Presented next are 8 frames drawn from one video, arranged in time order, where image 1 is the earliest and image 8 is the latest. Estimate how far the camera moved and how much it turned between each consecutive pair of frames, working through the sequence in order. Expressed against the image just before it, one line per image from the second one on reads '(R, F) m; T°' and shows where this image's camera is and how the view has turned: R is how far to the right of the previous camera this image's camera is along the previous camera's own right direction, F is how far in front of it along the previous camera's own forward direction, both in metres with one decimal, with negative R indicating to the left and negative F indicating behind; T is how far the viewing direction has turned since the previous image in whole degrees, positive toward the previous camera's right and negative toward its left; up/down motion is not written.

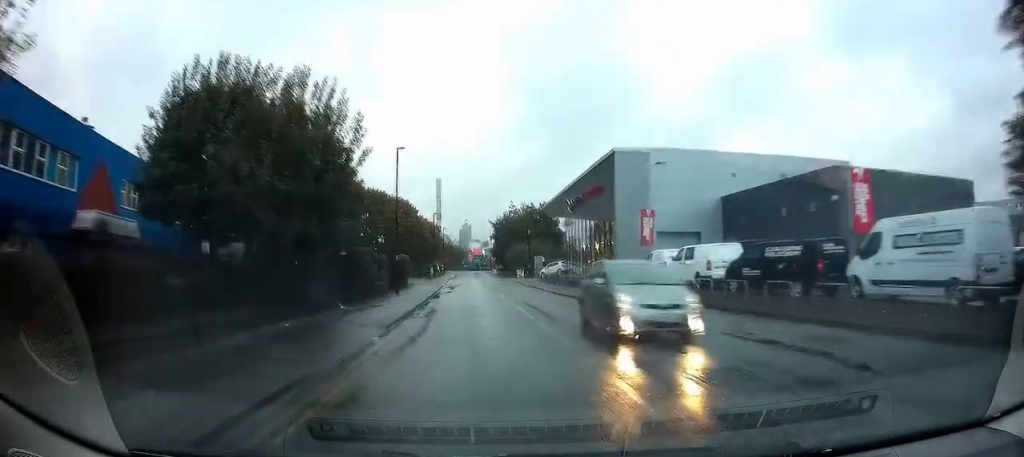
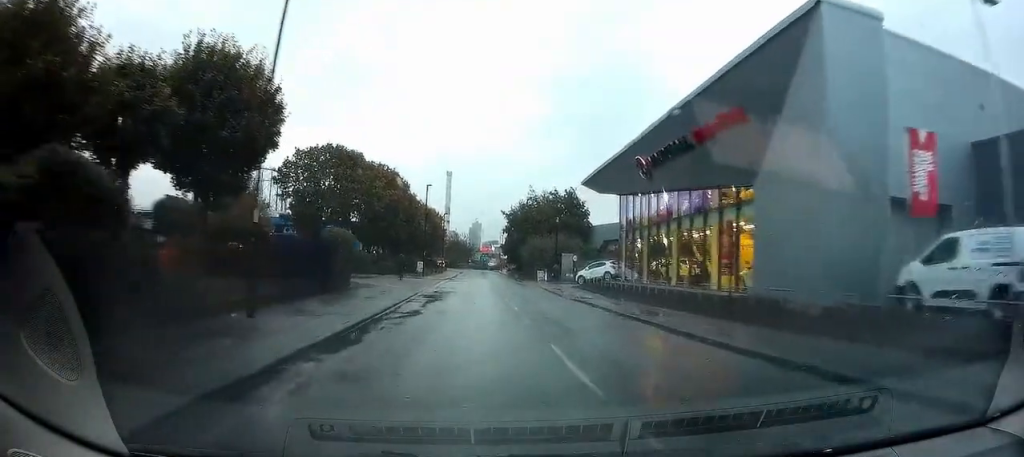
(-1.1, +21.3) m; -6°
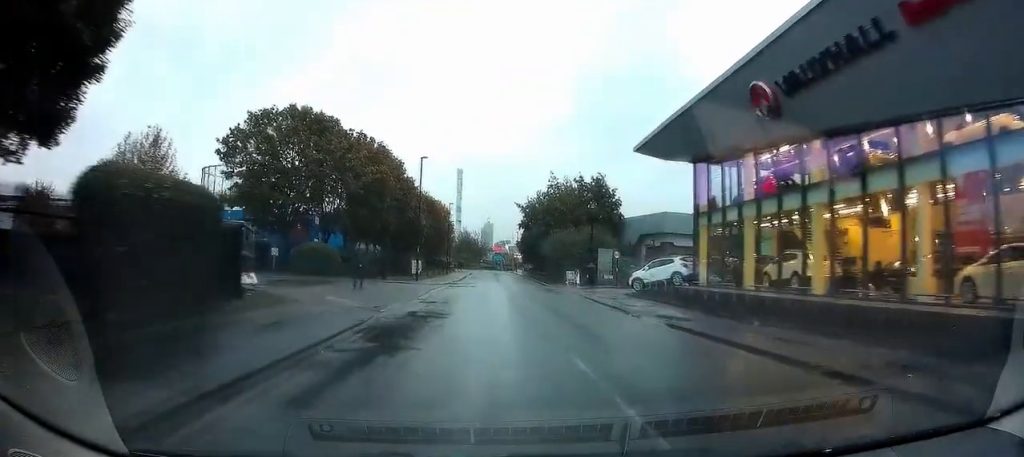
(0.0, +13.6) m; -3°
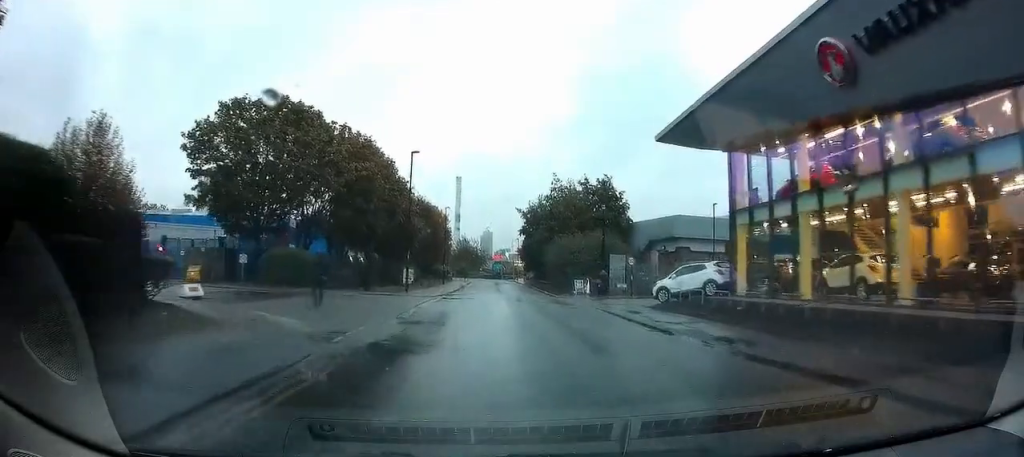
(-0.3, +4.8) m; -3°
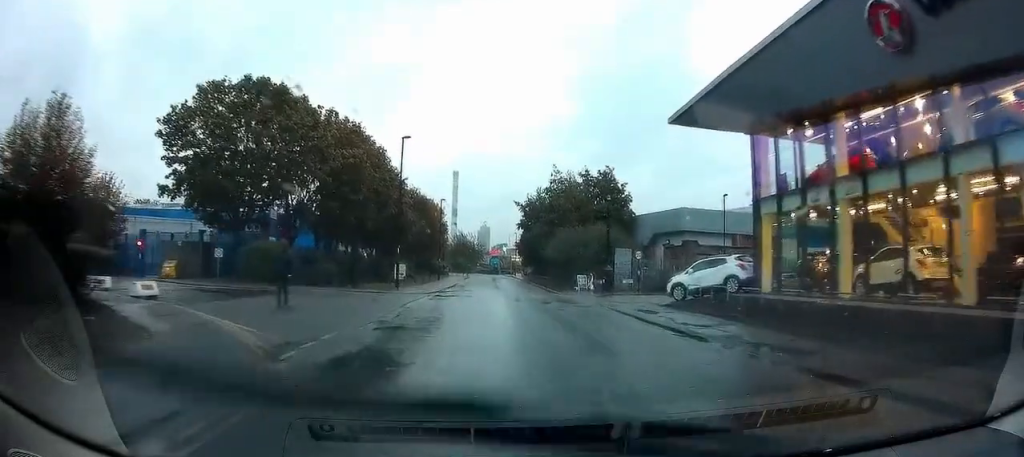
(0.0, +2.7) m; +1°
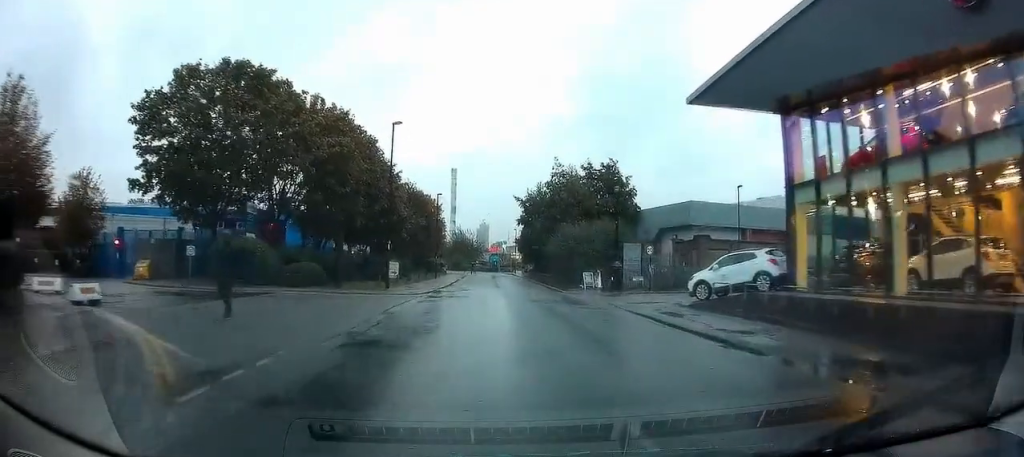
(0.0, +2.7) m; +2°
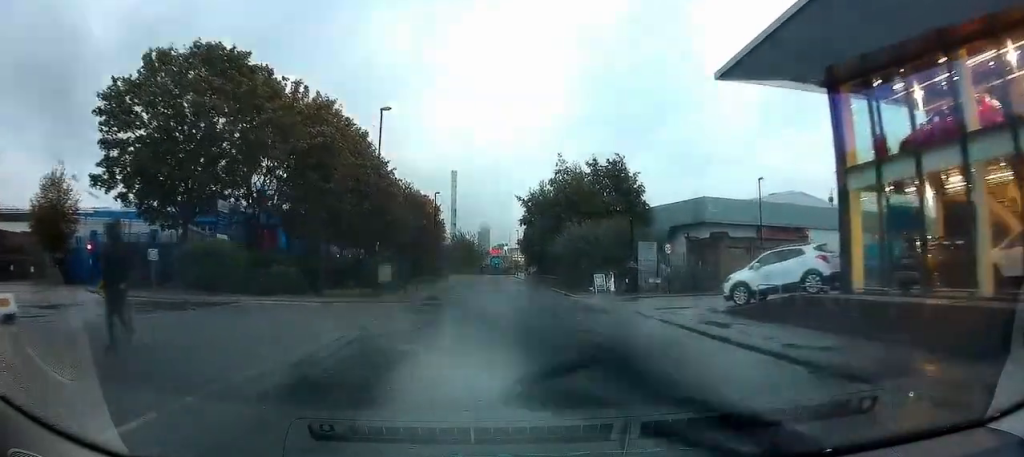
(+0.1, +3.2) m; +1°
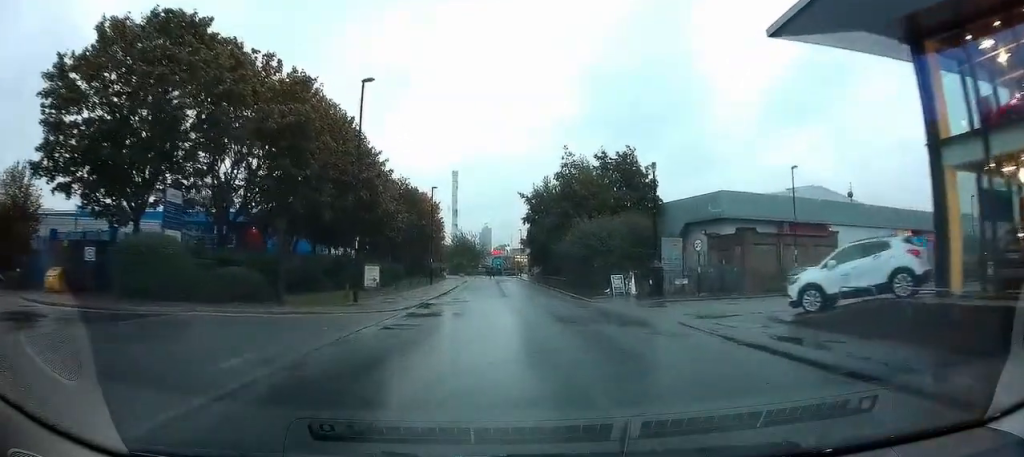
(+0.3, +4.2) m; 0°
